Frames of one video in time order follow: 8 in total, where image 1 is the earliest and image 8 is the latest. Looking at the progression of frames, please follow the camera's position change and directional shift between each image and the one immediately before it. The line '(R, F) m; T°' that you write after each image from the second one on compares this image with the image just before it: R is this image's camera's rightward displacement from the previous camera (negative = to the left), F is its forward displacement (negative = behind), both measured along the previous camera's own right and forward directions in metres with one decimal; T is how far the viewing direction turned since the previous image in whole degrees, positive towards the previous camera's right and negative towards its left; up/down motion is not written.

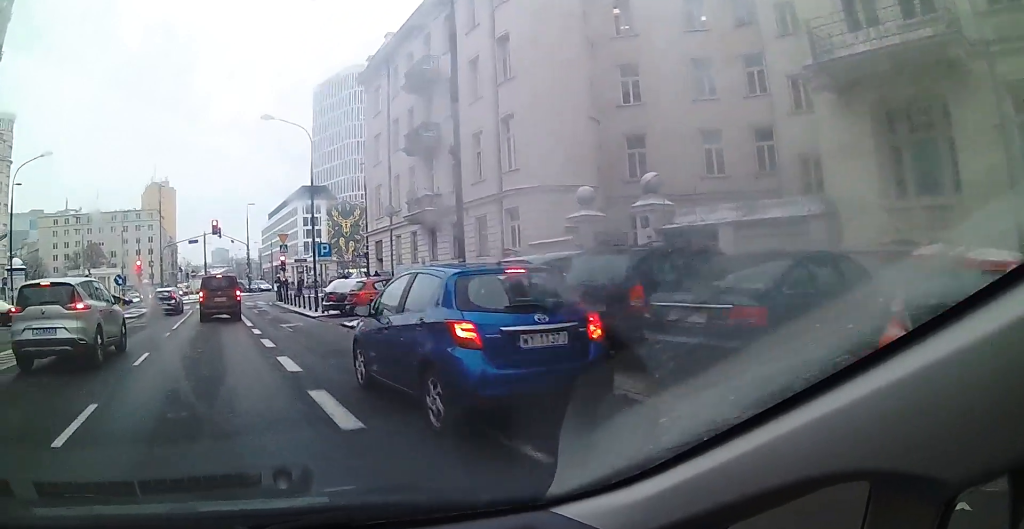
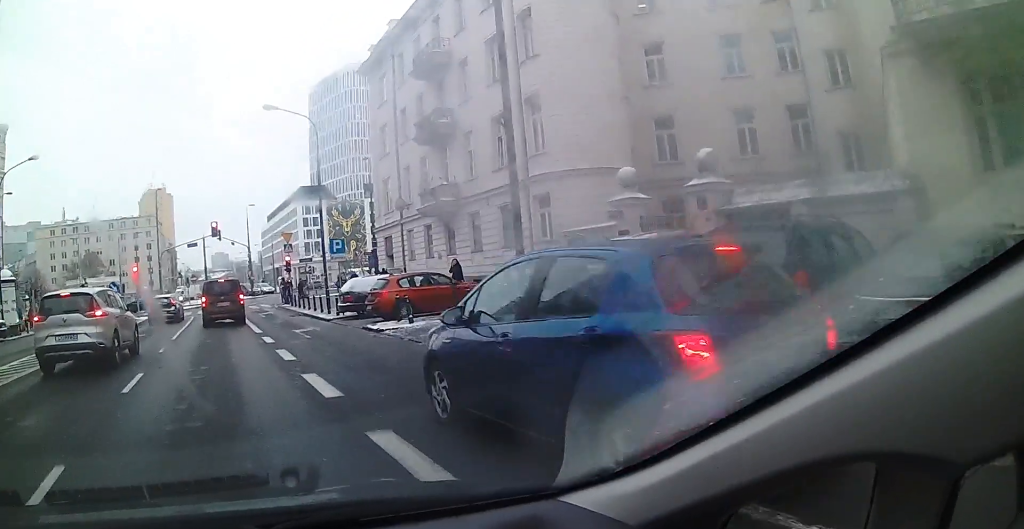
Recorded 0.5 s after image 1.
(0.0, +2.2) m; -1°
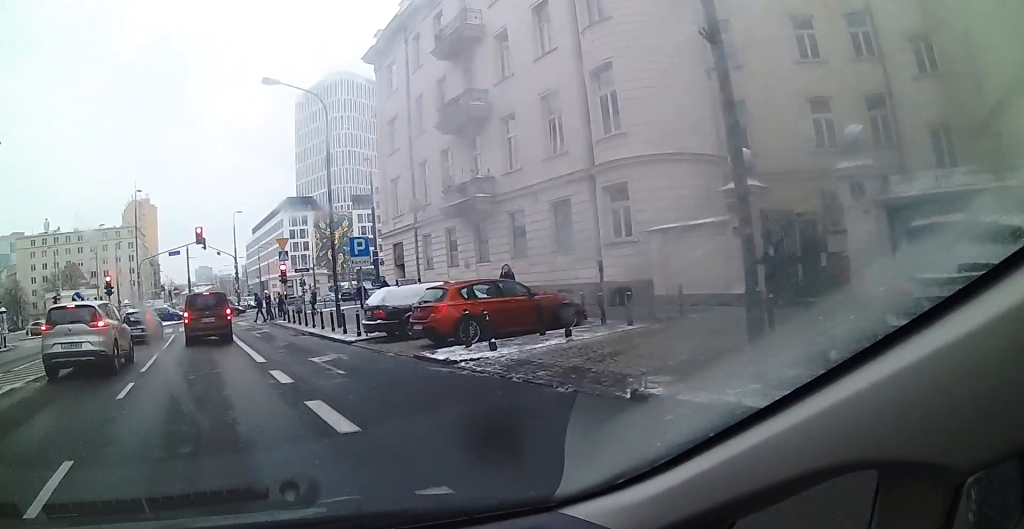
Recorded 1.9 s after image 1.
(-0.2, +5.4) m; -4°
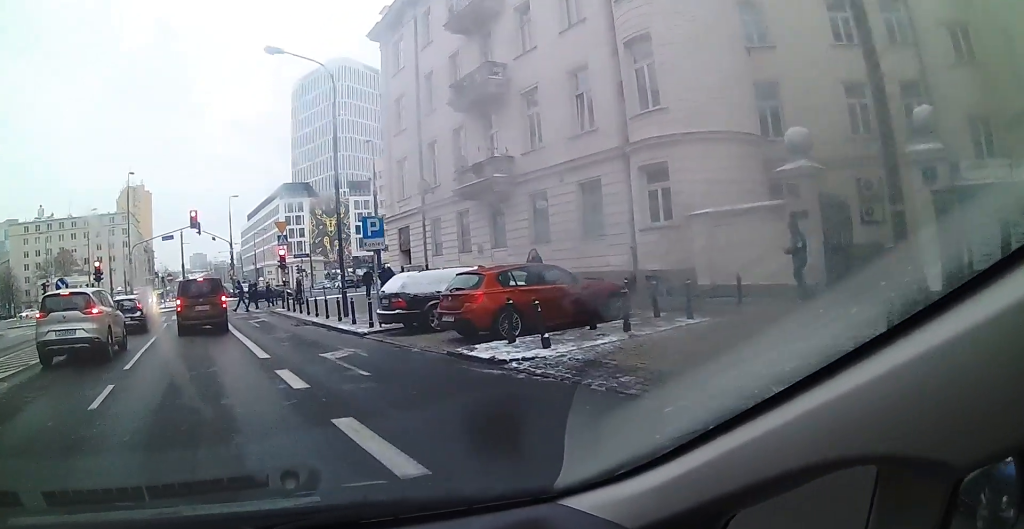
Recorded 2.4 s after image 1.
(0.0, +2.1) m; -3°
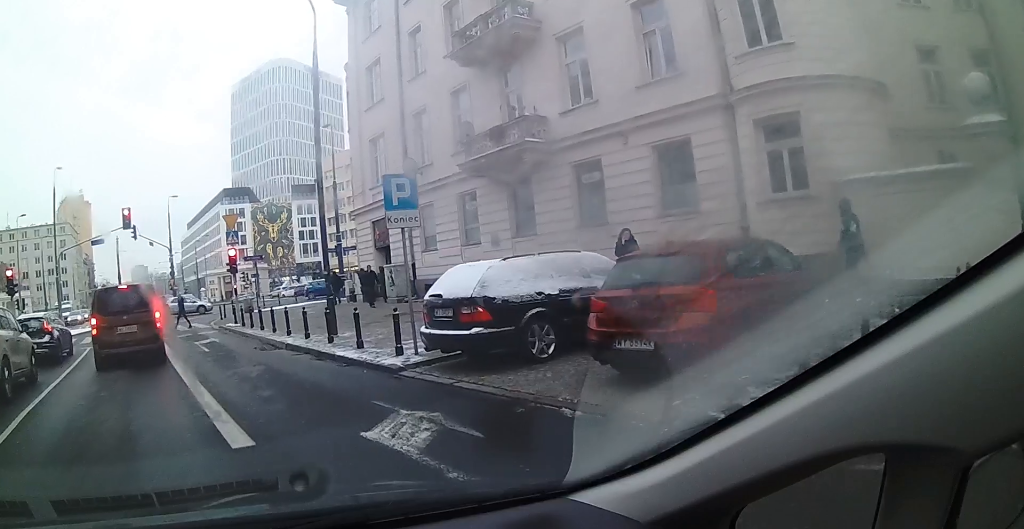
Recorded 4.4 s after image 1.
(-0.3, +6.5) m; +4°
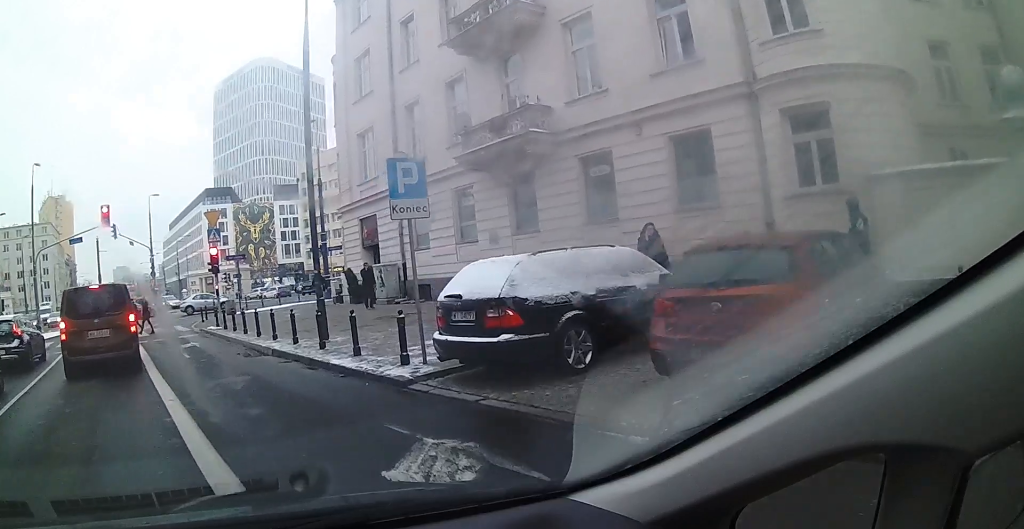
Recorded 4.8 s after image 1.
(0.0, +1.2) m; +5°
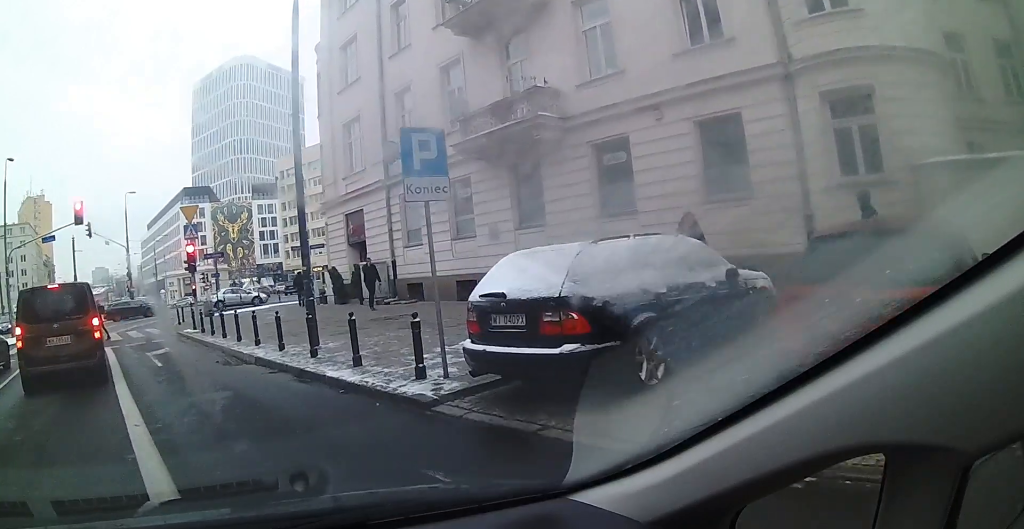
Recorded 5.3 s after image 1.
(+0.2, +1.7) m; +2°
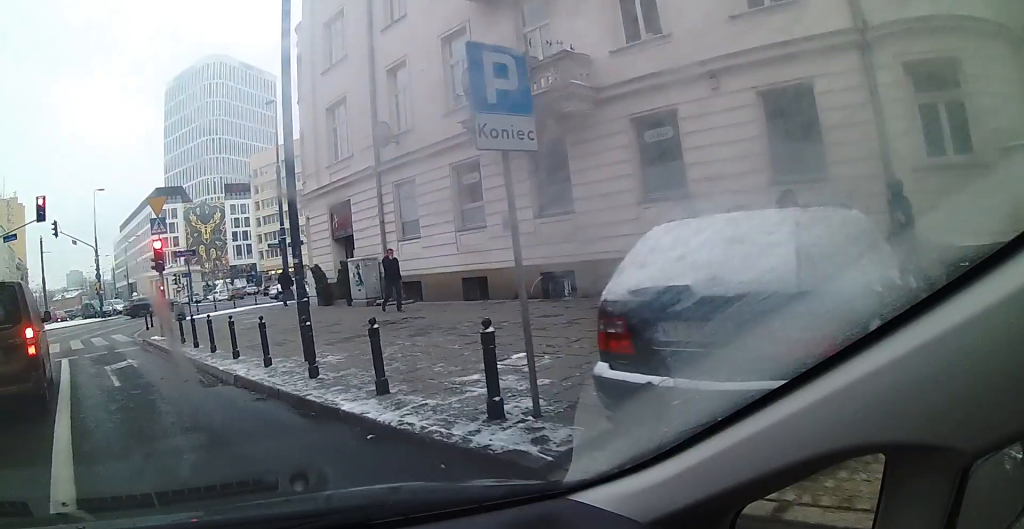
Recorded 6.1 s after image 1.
(+0.1, +2.9) m; +2°
